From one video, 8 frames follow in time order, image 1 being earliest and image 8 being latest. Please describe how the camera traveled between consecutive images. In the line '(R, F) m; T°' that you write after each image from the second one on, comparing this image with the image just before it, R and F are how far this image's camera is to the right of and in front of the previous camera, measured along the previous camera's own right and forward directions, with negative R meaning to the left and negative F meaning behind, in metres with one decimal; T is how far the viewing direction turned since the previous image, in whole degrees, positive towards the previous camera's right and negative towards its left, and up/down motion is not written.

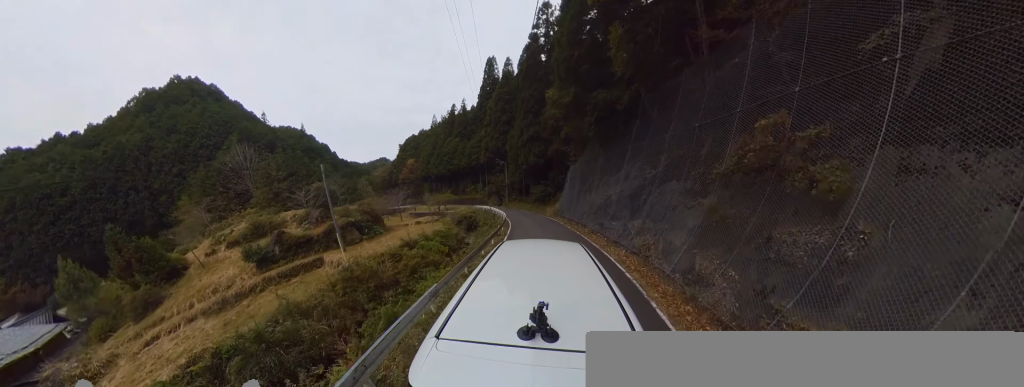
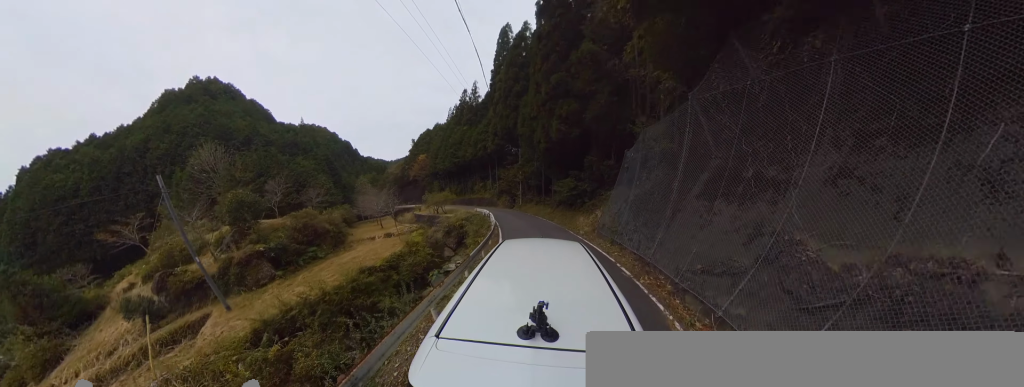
(-0.5, +9.8) m; -10°
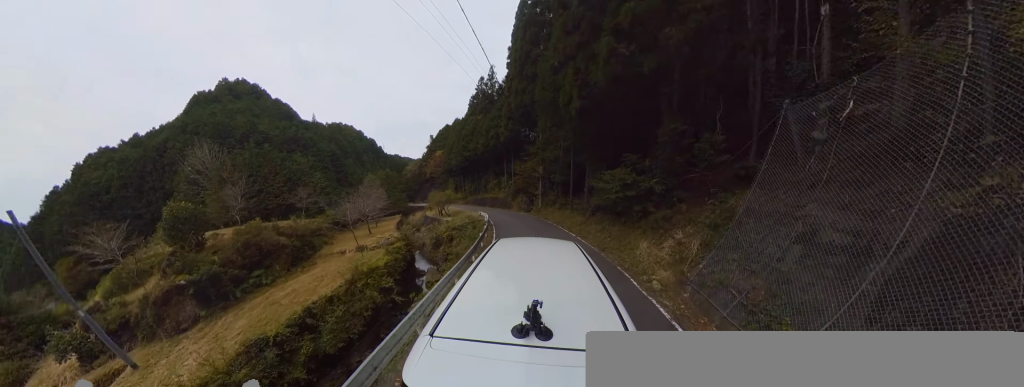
(-0.5, +6.6) m; -9°
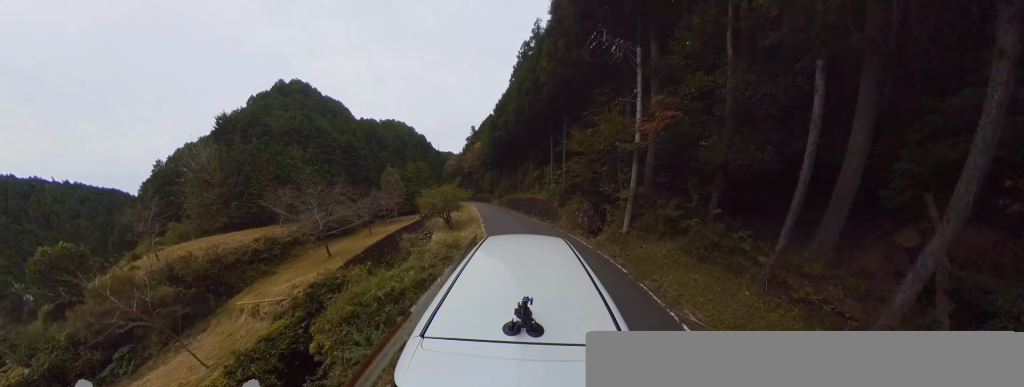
(-2.0, +13.0) m; -20°
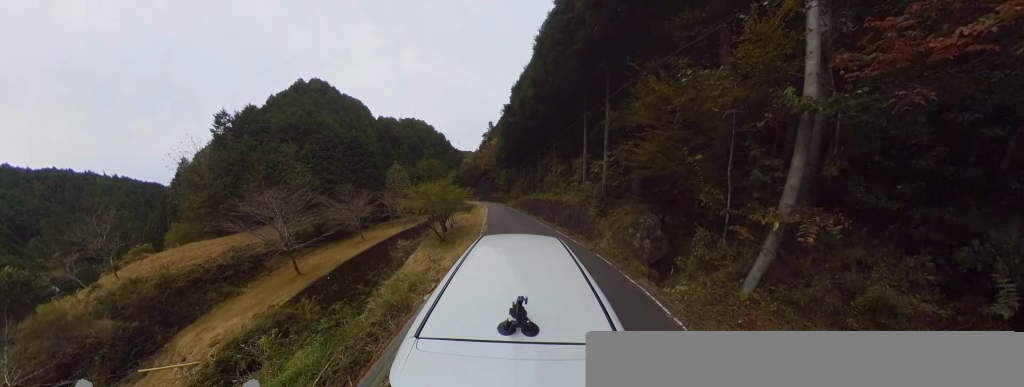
(-0.5, +5.5) m; -4°
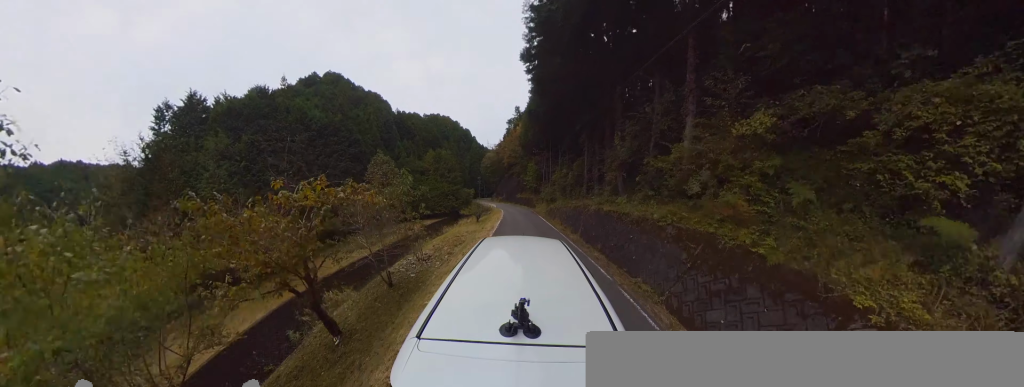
(-0.4, +13.9) m; -1°
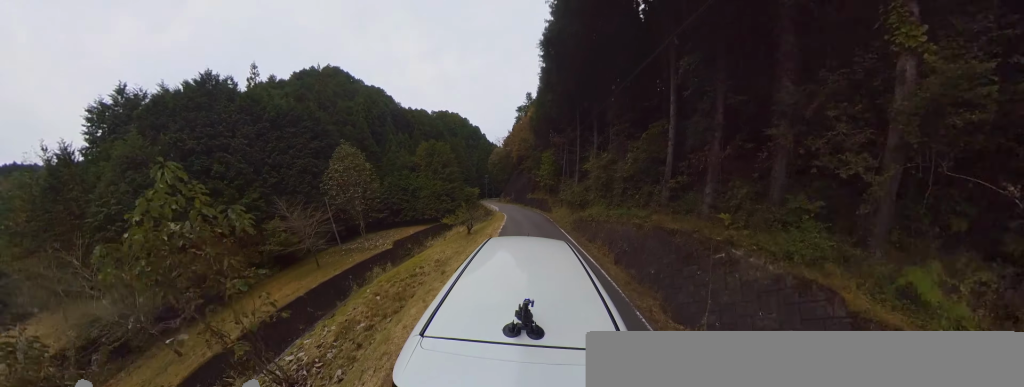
(0.0, +8.7) m; -3°
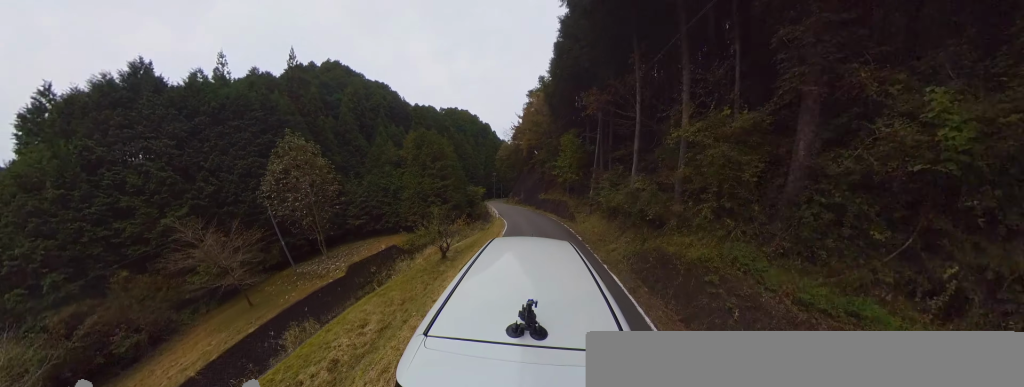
(-0.7, +8.1) m; -6°
